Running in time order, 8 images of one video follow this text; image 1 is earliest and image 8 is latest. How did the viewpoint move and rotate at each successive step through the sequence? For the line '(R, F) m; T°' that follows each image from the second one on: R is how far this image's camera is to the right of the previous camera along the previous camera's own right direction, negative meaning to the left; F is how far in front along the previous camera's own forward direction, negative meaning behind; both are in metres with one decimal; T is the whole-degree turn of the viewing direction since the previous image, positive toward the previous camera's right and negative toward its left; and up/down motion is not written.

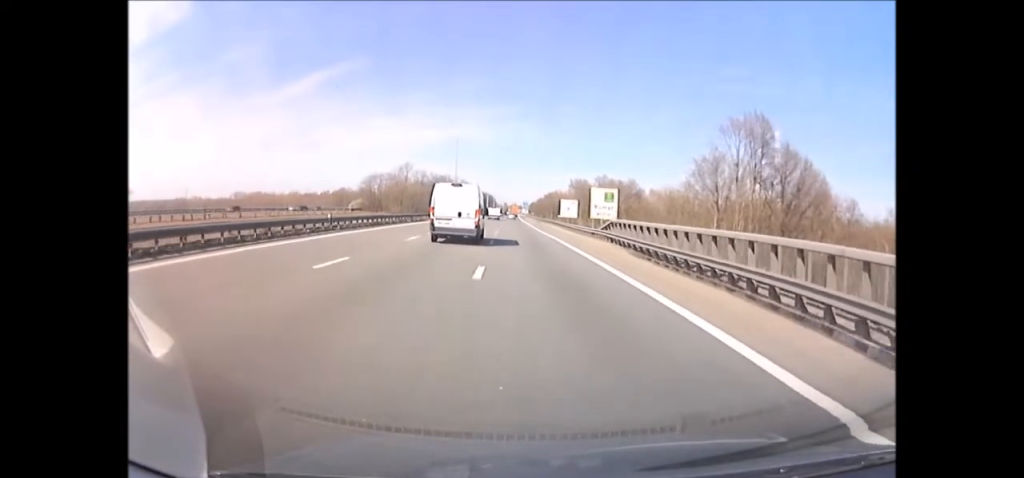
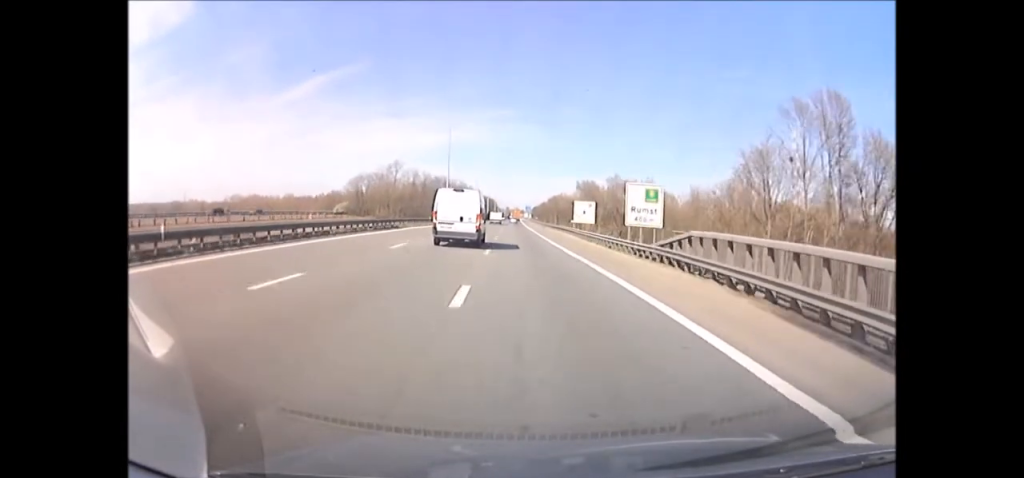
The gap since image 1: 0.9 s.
(0.0, +15.1) m; 0°
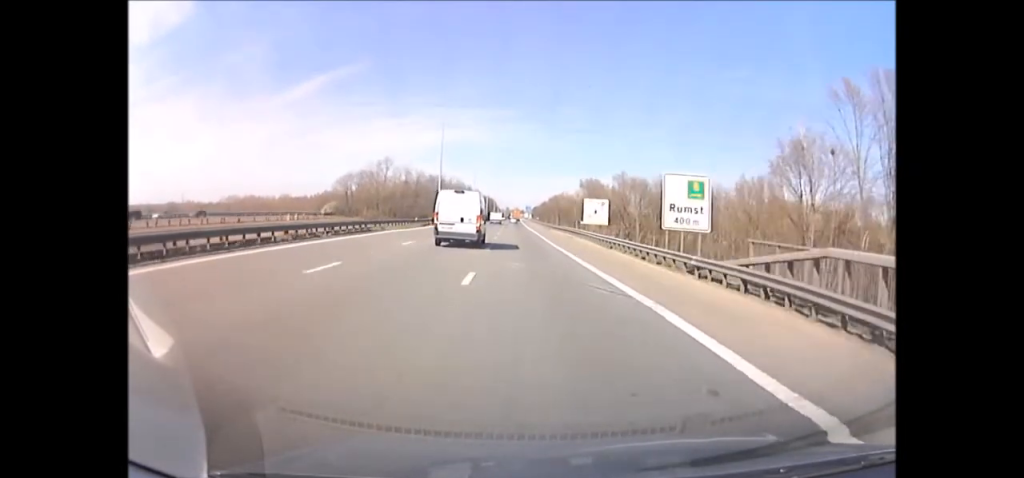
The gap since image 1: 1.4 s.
(0.0, +8.0) m; 0°
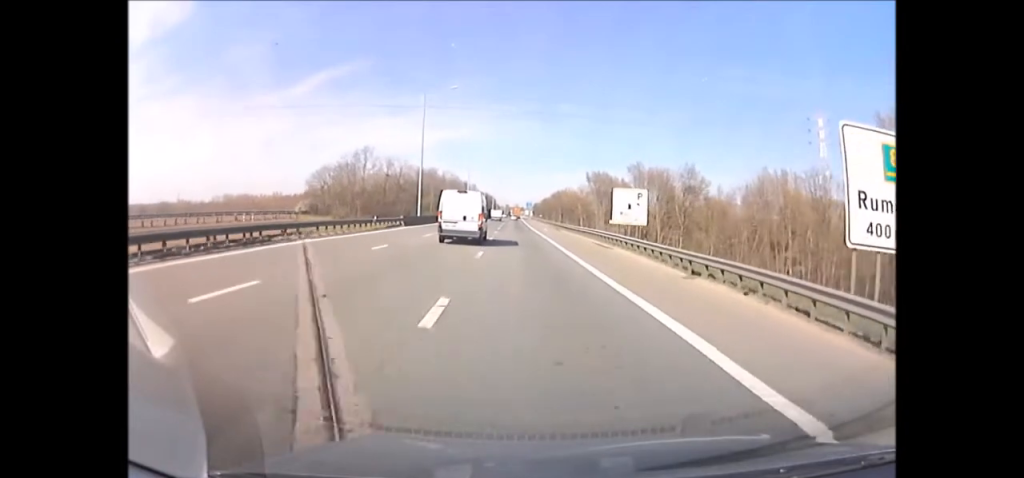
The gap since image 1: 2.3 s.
(0.0, +16.2) m; 0°
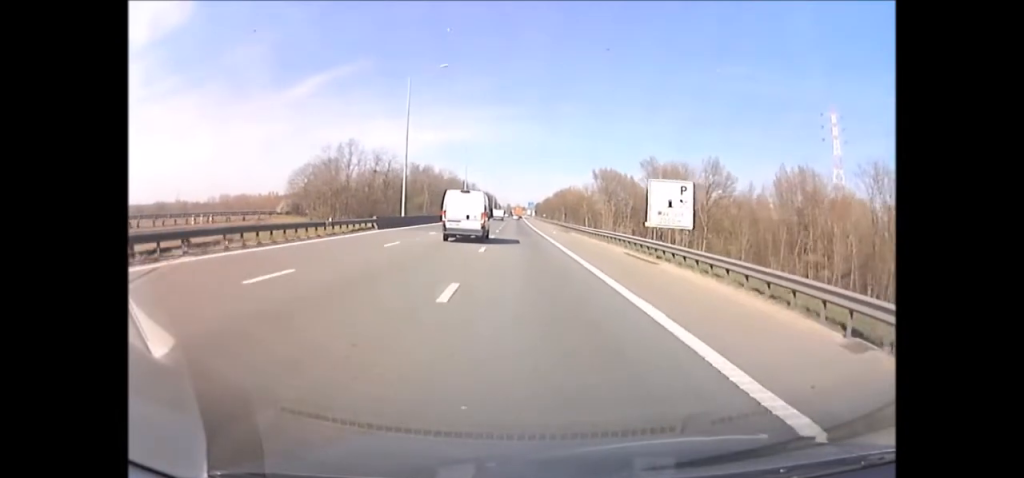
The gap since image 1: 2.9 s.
(0.0, +9.9) m; 0°
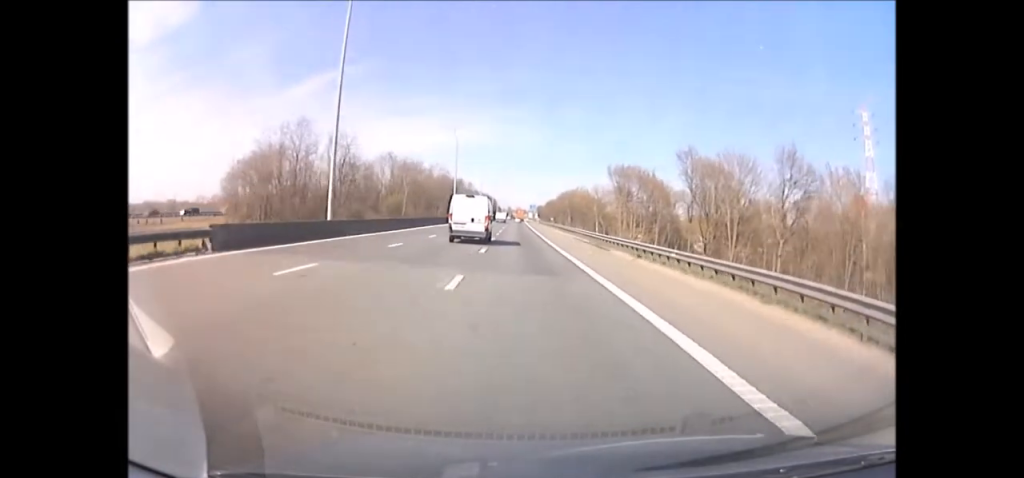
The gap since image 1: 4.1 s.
(0.0, +21.8) m; 0°
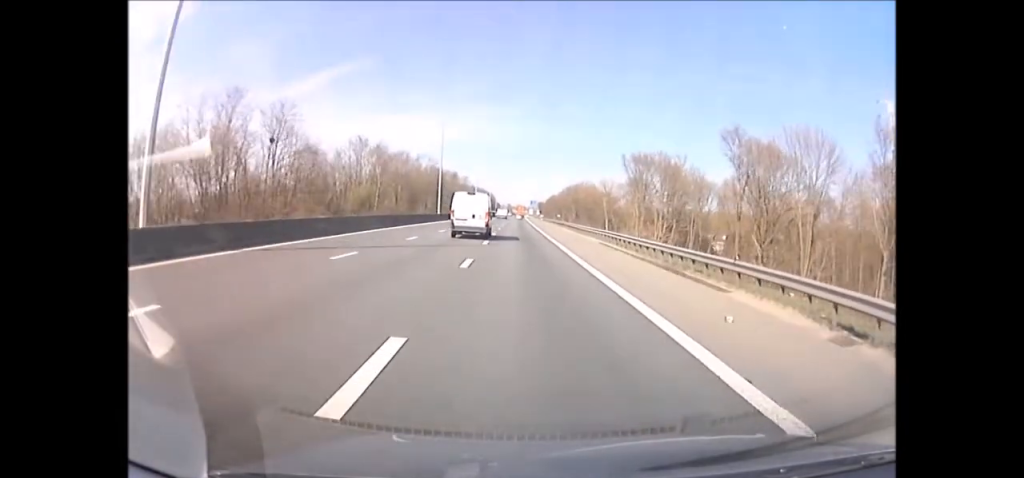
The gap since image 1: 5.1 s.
(0.0, +17.4) m; 0°
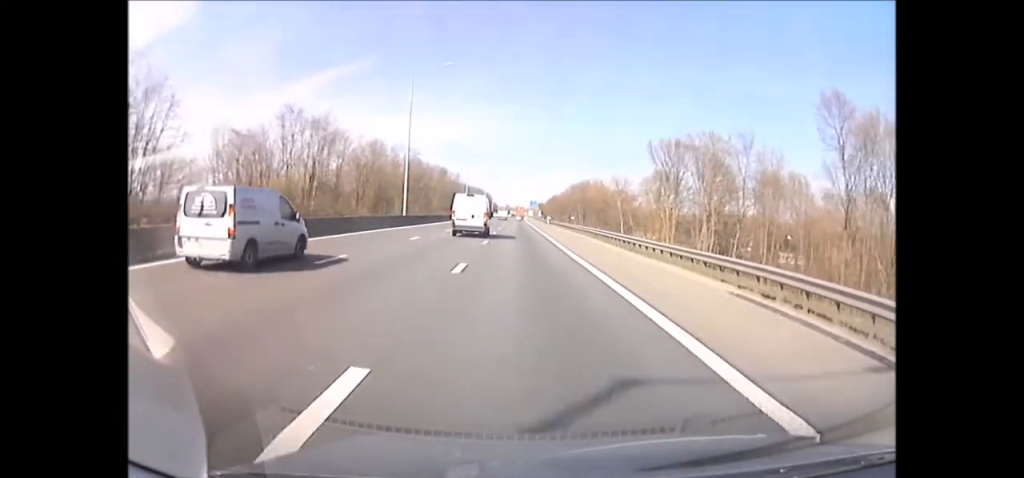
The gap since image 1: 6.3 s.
(0.0, +22.1) m; 0°
